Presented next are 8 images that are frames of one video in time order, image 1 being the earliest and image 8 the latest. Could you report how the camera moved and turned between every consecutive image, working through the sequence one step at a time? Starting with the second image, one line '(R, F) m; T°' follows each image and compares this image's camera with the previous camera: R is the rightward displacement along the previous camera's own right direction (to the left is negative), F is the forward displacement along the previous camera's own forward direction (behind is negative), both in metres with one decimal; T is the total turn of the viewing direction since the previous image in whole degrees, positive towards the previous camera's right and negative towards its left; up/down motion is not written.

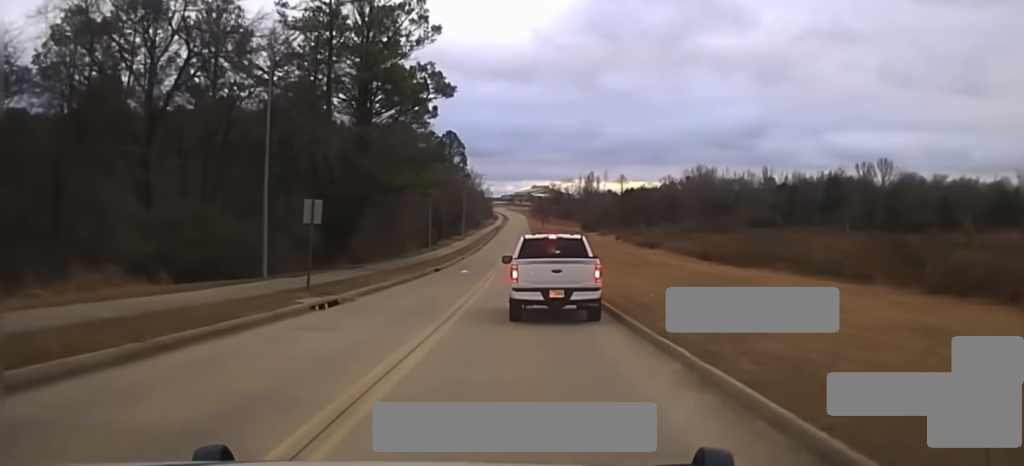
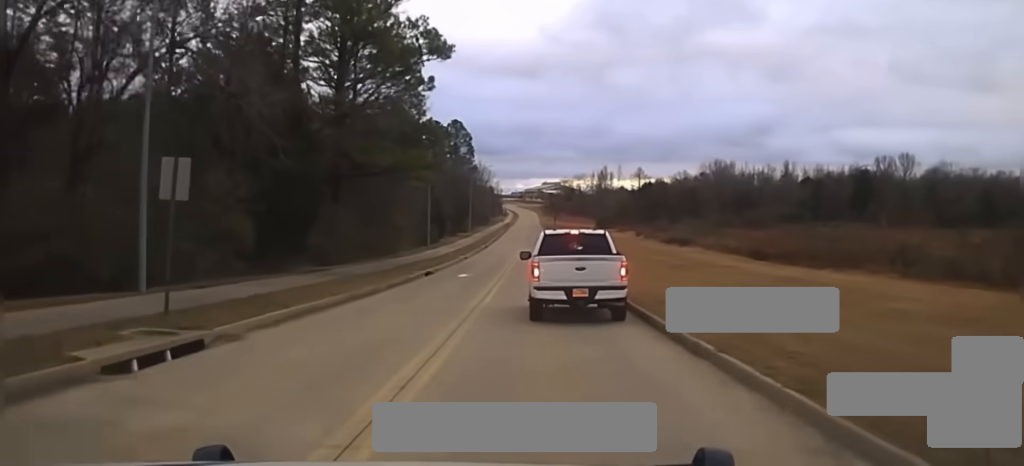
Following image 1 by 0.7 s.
(-0.1, +14.6) m; 0°
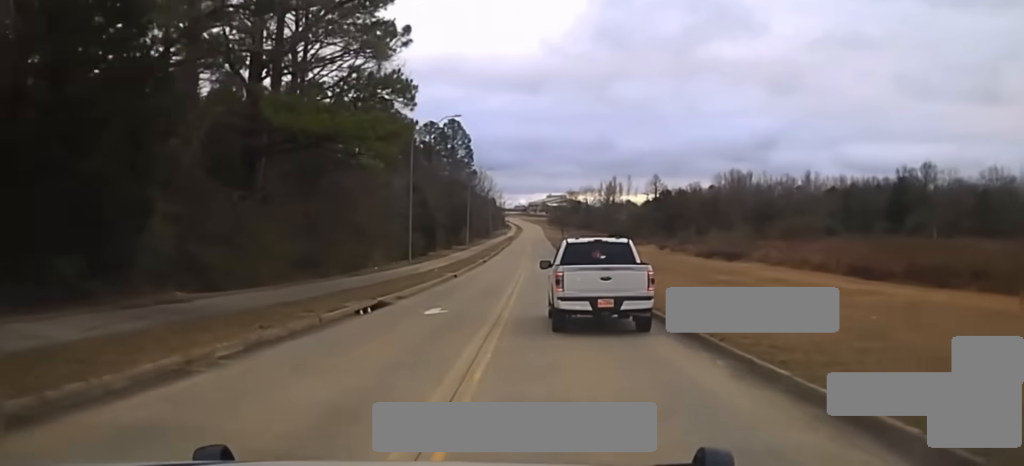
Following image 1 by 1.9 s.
(0.0, +20.4) m; 0°
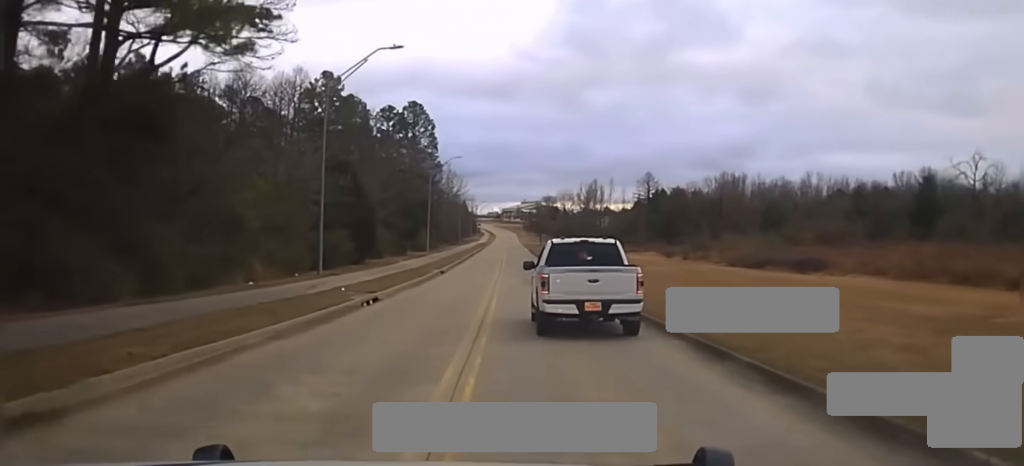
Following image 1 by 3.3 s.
(0.0, +23.3) m; 0°
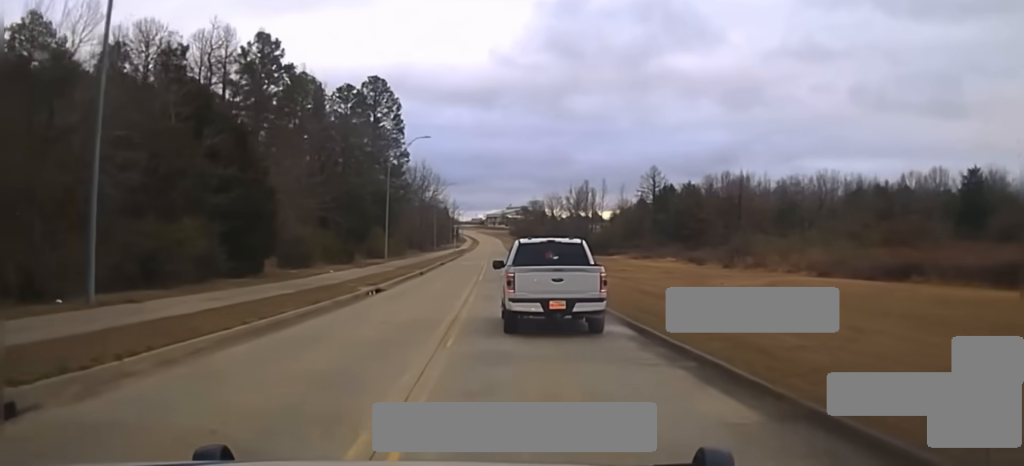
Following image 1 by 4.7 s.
(+0.2, +20.1) m; +1°
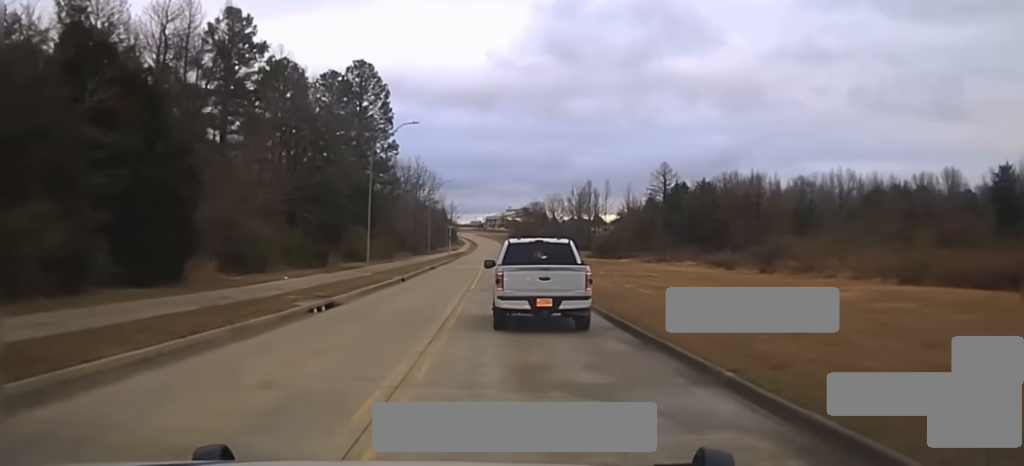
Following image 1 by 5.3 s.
(+0.1, +8.7) m; 0°
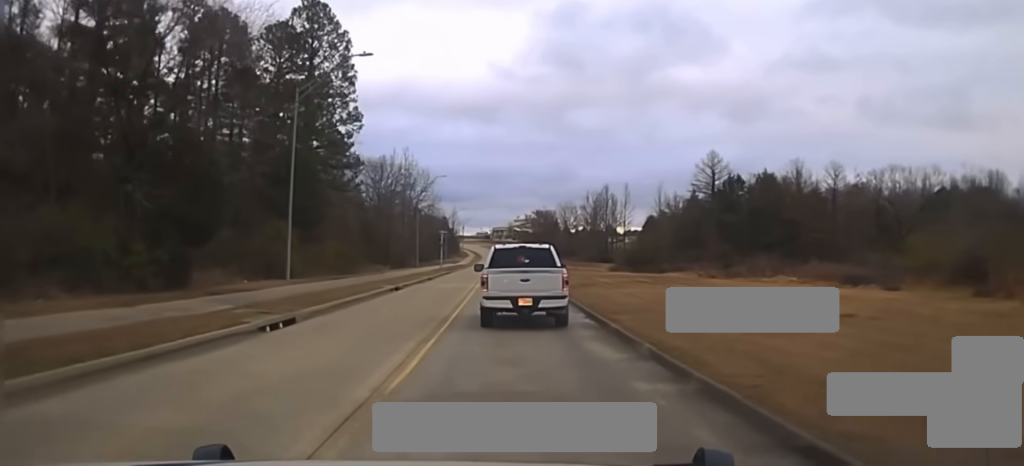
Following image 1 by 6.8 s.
(-0.1, +25.3) m; 0°
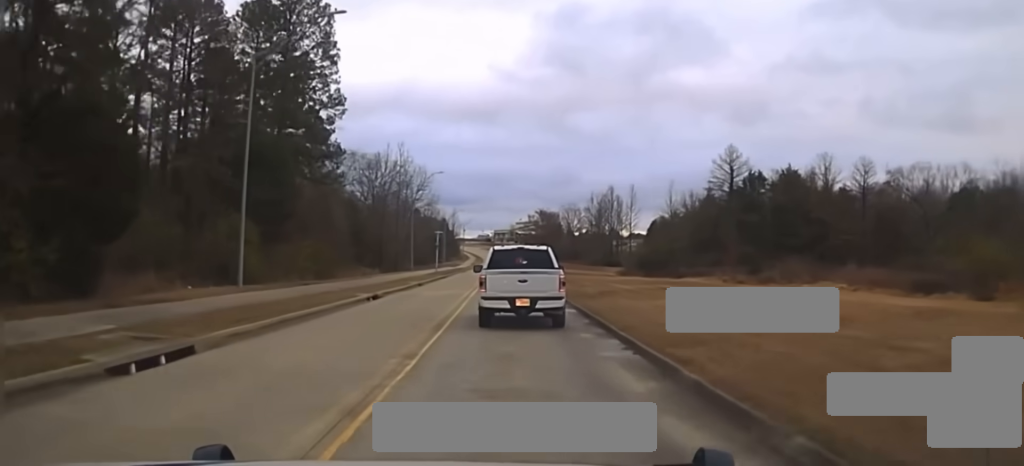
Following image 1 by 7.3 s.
(0.0, +7.8) m; 0°
